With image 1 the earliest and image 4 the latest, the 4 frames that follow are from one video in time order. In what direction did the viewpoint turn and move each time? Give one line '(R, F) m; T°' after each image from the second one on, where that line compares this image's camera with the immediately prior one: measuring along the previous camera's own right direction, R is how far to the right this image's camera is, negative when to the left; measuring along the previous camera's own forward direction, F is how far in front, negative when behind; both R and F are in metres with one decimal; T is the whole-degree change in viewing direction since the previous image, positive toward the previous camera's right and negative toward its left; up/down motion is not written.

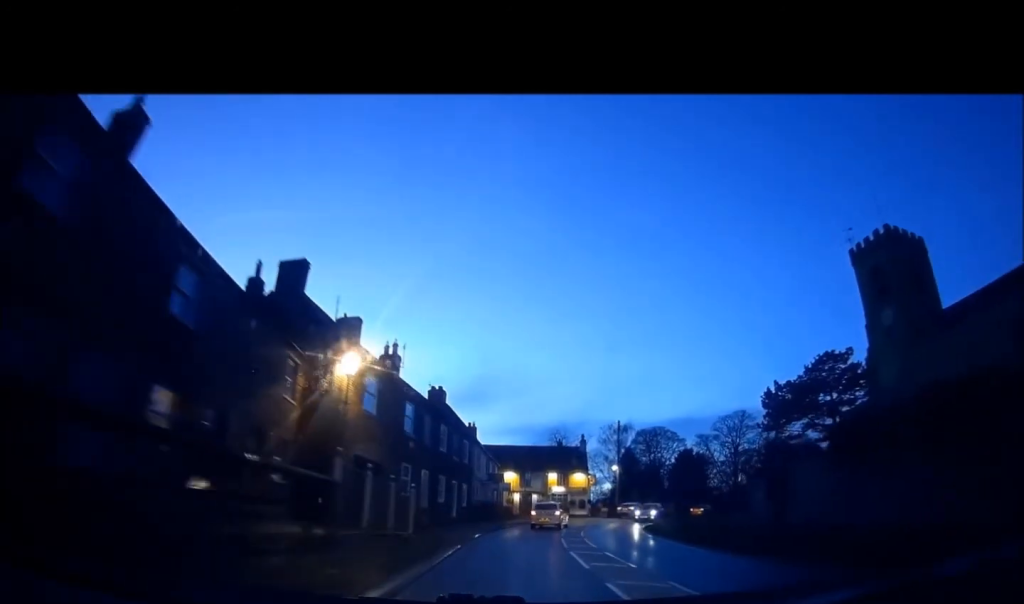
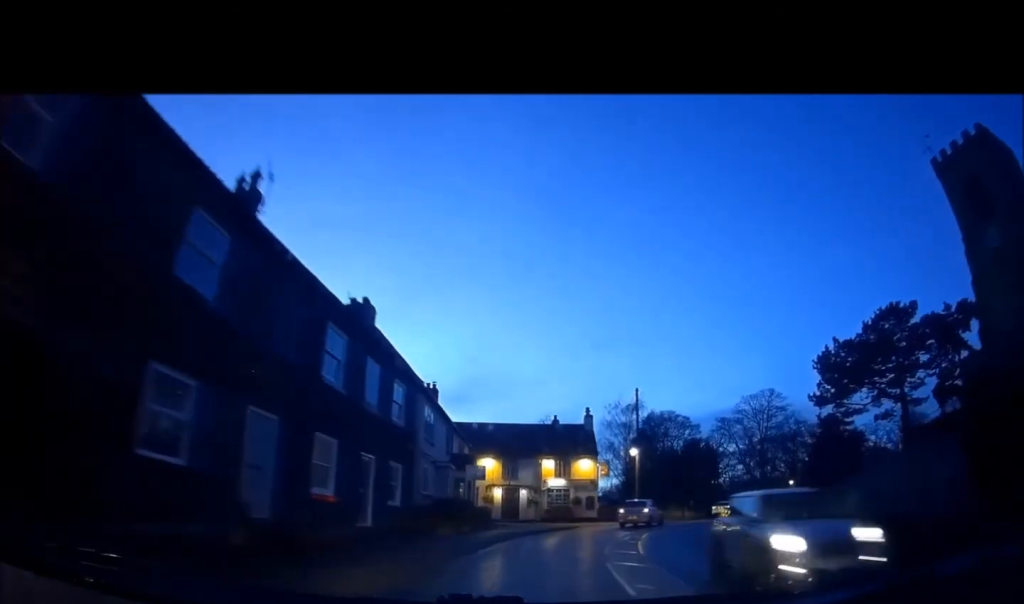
(0.0, +15.4) m; +2°
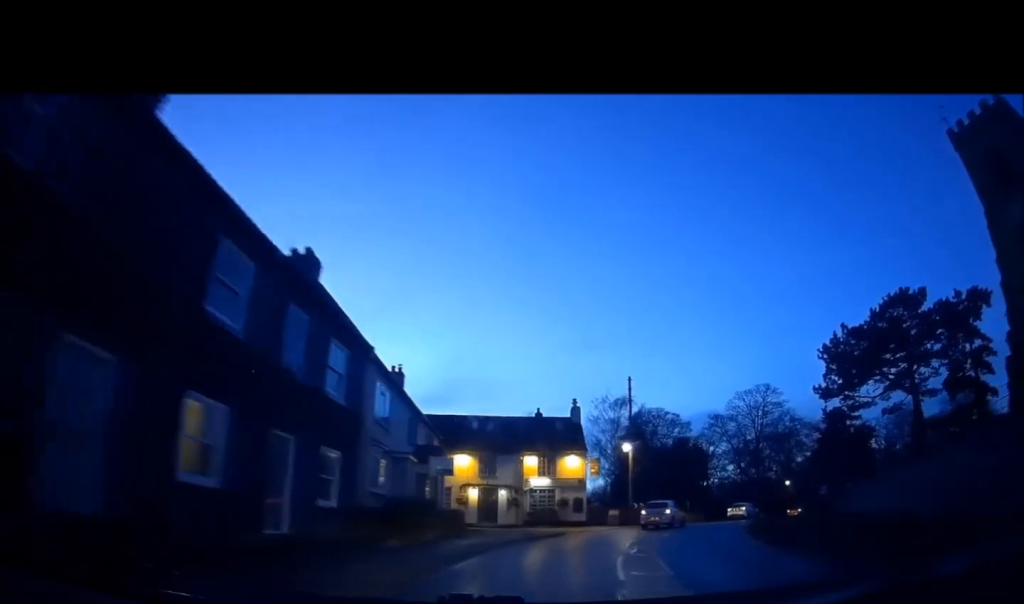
(-0.2, +4.4) m; +3°
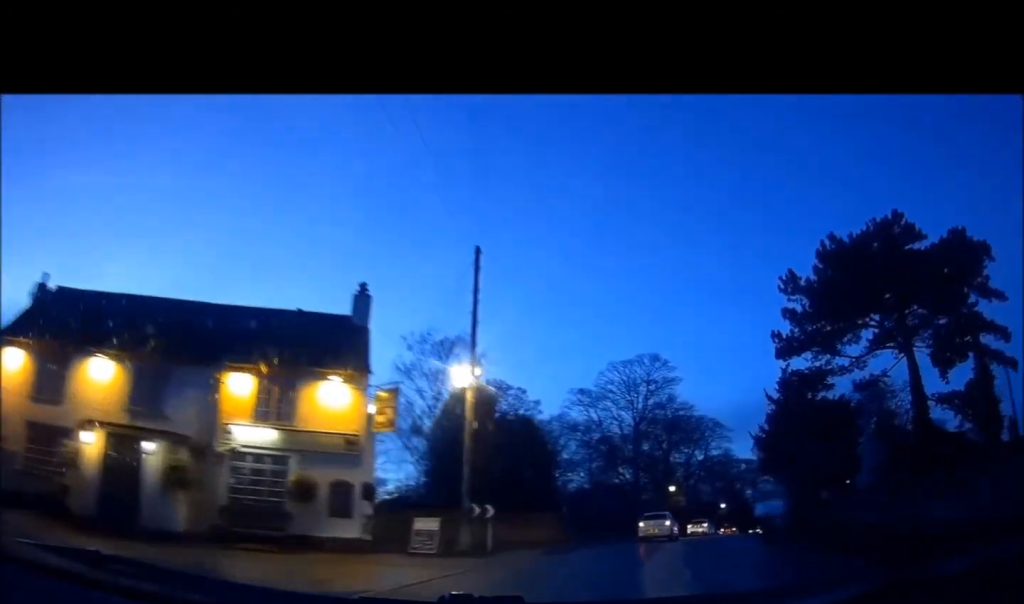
(+3.5, +19.9) m; +20°
